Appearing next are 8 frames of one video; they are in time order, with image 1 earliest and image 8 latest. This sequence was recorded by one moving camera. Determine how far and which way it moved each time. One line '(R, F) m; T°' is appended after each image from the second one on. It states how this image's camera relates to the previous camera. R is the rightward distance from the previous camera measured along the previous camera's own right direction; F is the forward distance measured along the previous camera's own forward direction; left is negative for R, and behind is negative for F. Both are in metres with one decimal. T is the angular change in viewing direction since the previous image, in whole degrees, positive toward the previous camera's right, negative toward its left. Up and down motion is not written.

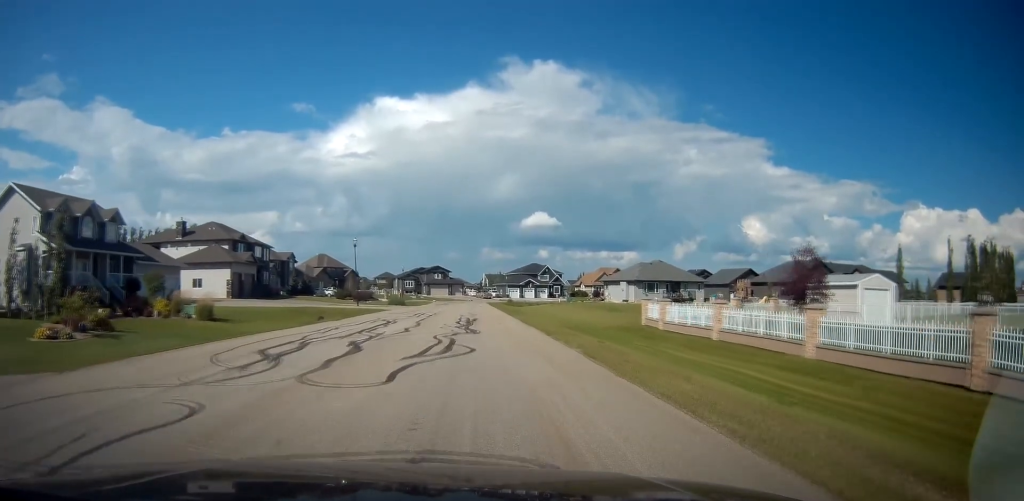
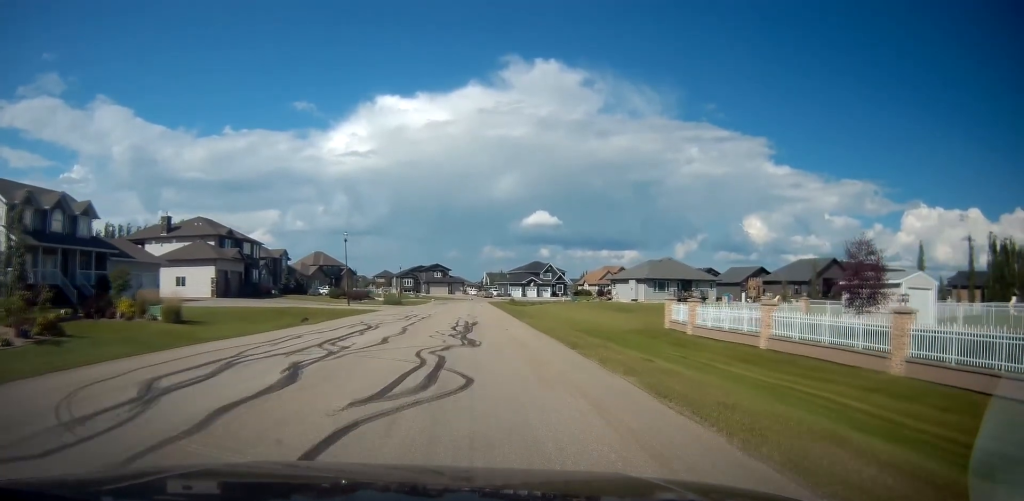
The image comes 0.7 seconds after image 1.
(0.0, +4.6) m; 0°
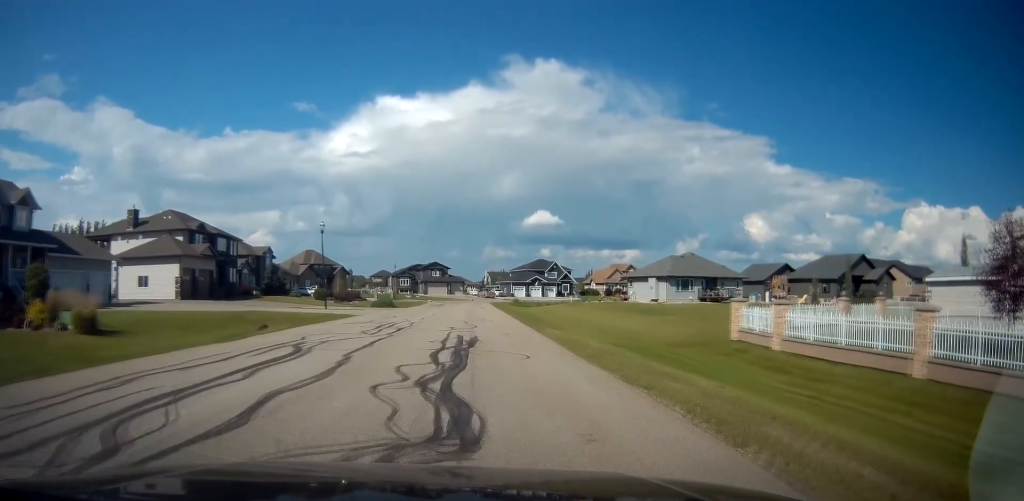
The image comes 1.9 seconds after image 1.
(0.0, +8.8) m; +1°
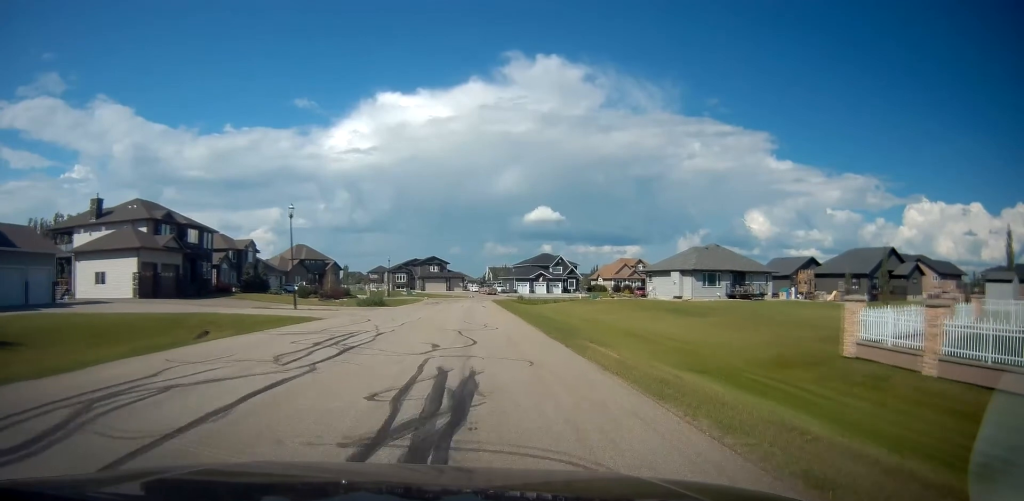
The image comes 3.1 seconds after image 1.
(0.0, +8.2) m; 0°
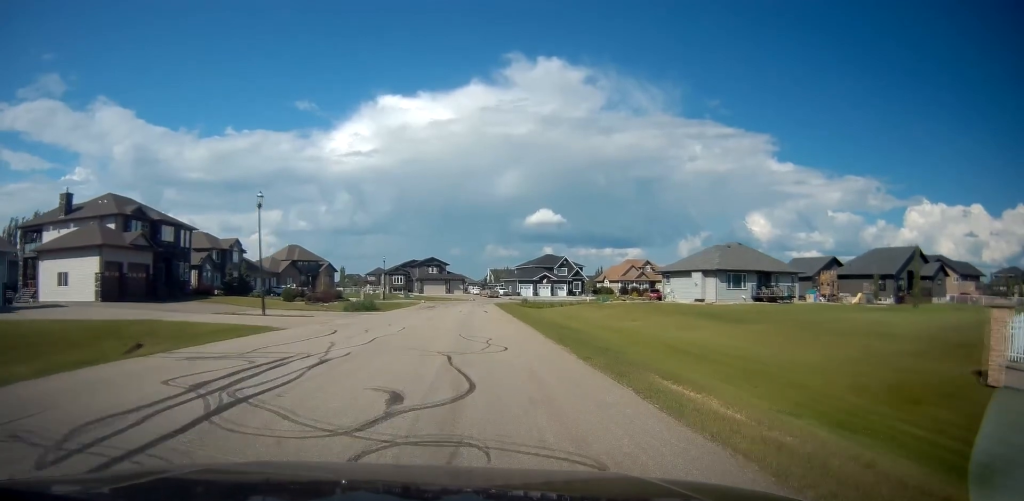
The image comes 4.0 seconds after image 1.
(-0.1, +6.2) m; 0°
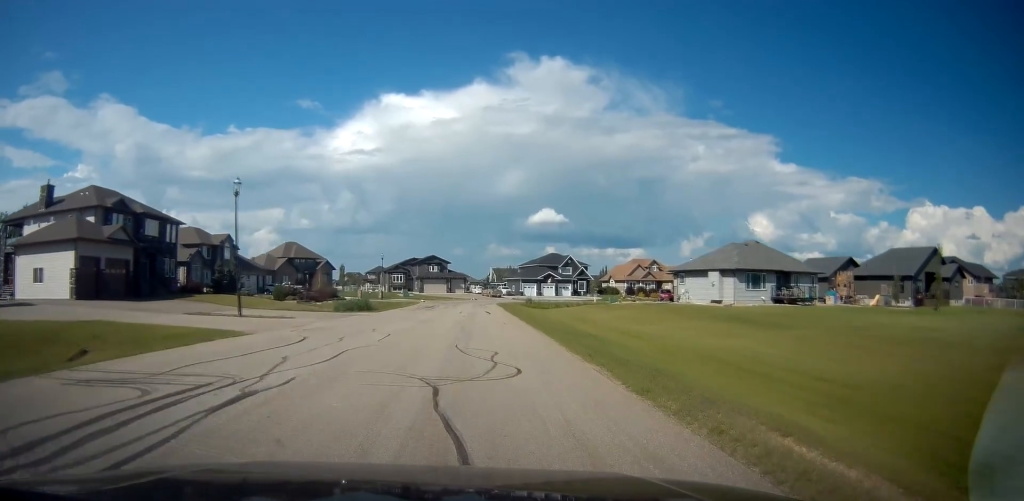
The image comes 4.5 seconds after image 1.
(0.0, +3.8) m; 0°
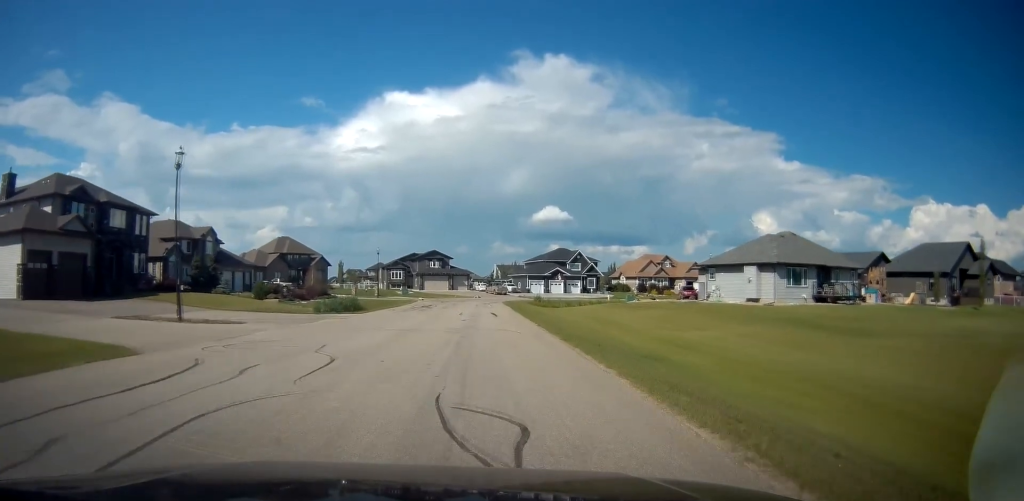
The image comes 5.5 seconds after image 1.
(+0.1, +6.9) m; 0°
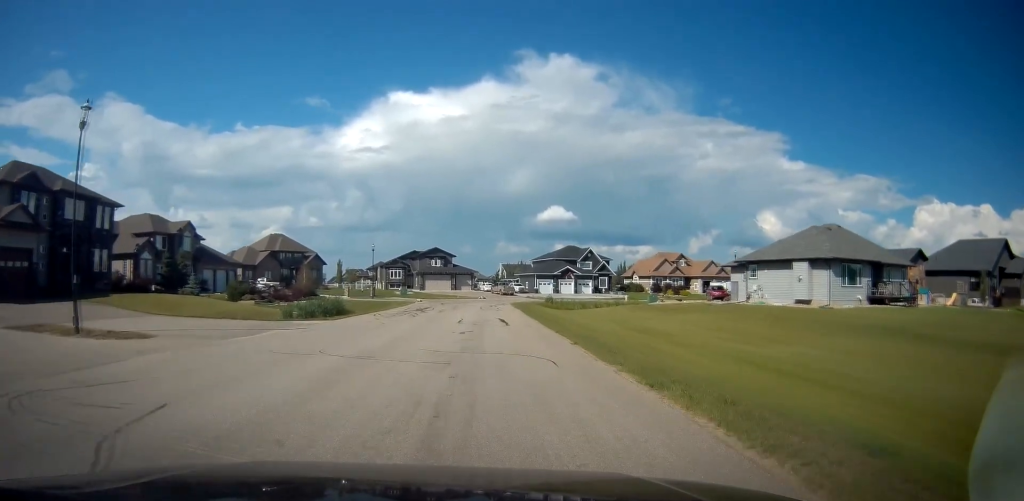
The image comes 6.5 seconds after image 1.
(-0.1, +7.4) m; -1°
